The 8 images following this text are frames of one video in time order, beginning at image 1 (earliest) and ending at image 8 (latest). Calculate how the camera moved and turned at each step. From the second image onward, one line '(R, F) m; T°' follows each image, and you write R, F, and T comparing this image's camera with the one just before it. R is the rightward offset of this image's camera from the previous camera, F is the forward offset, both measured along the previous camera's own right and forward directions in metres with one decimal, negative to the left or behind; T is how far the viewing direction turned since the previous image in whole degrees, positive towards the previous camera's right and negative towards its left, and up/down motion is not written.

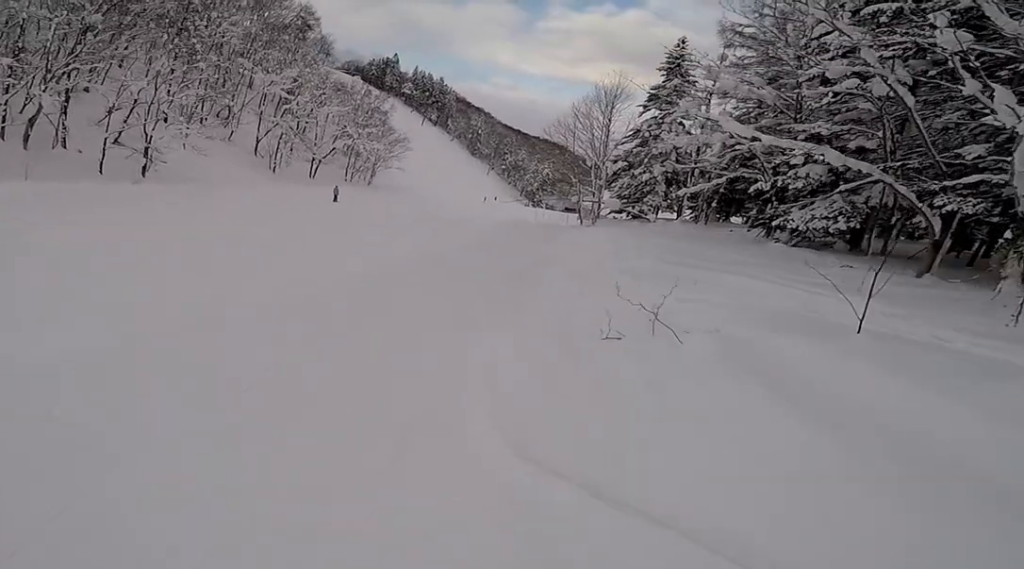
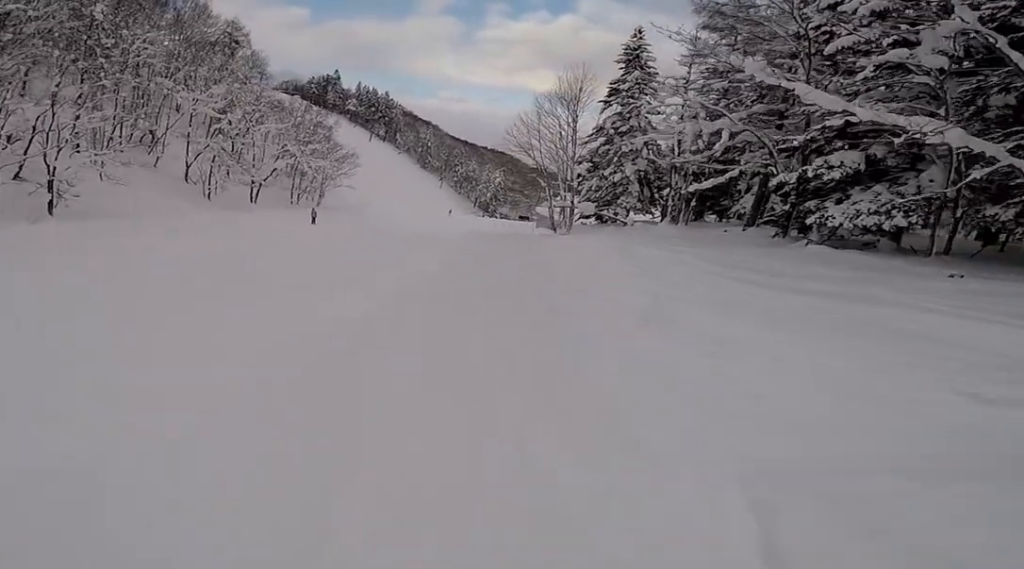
(-1.0, +4.6) m; -3°
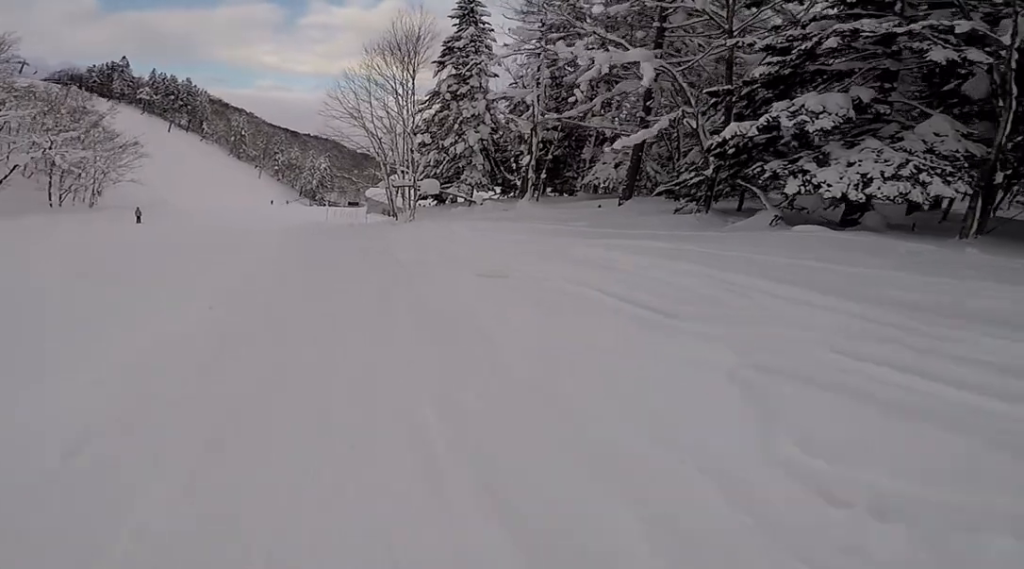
(+3.2, +6.9) m; +37°
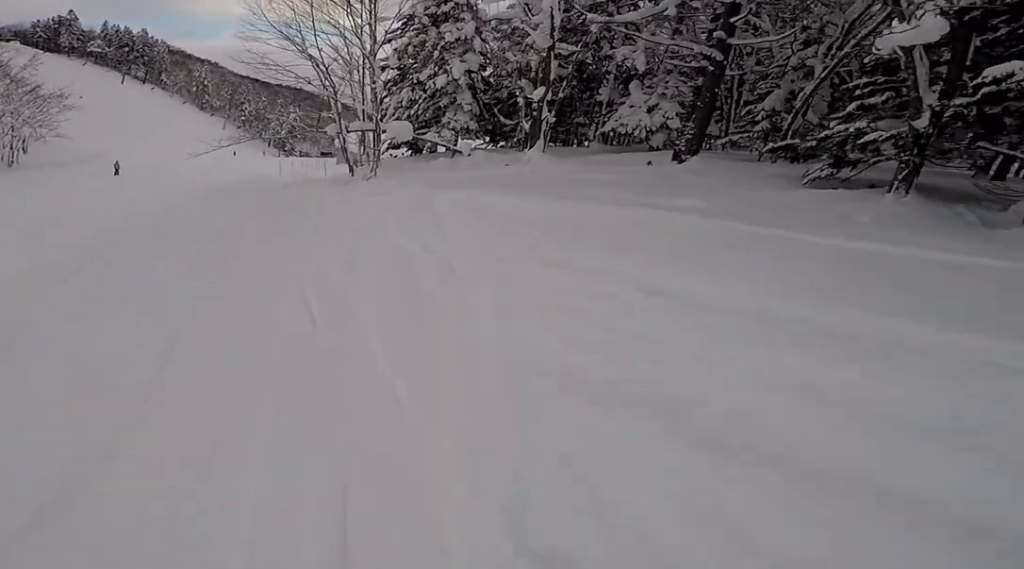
(-0.8, +6.4) m; -9°
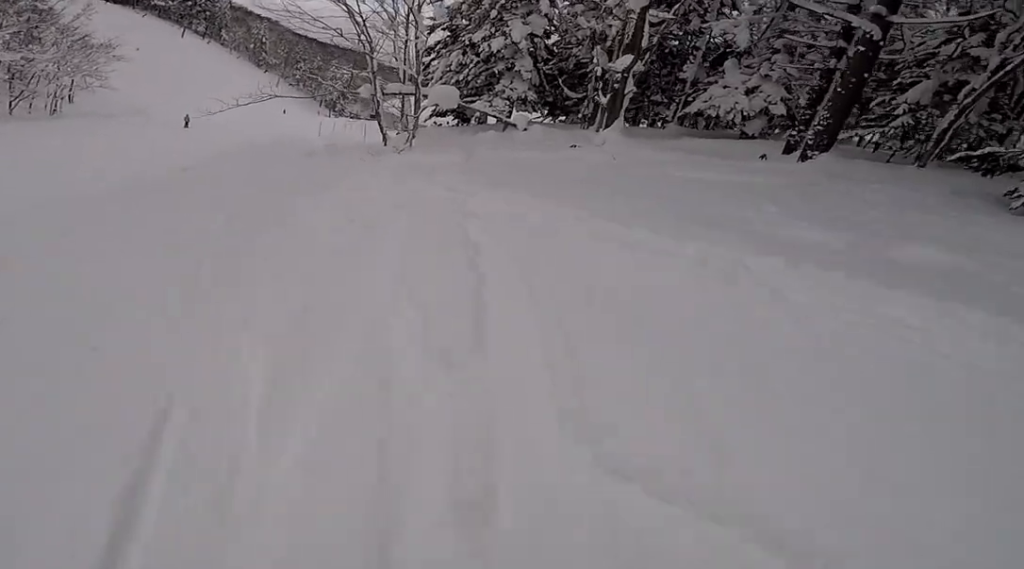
(0.0, +2.9) m; 0°
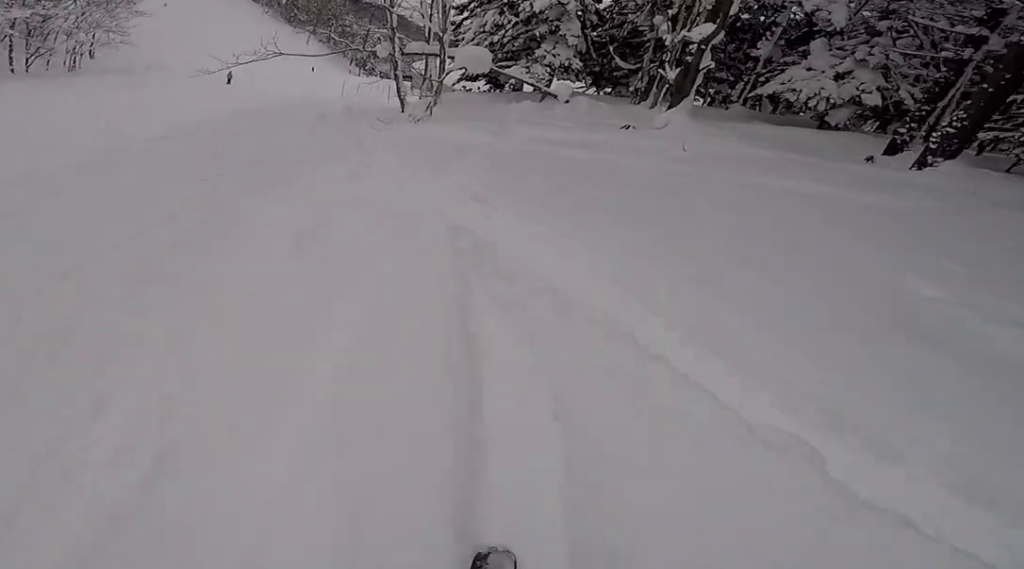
(0.0, +2.1) m; -2°
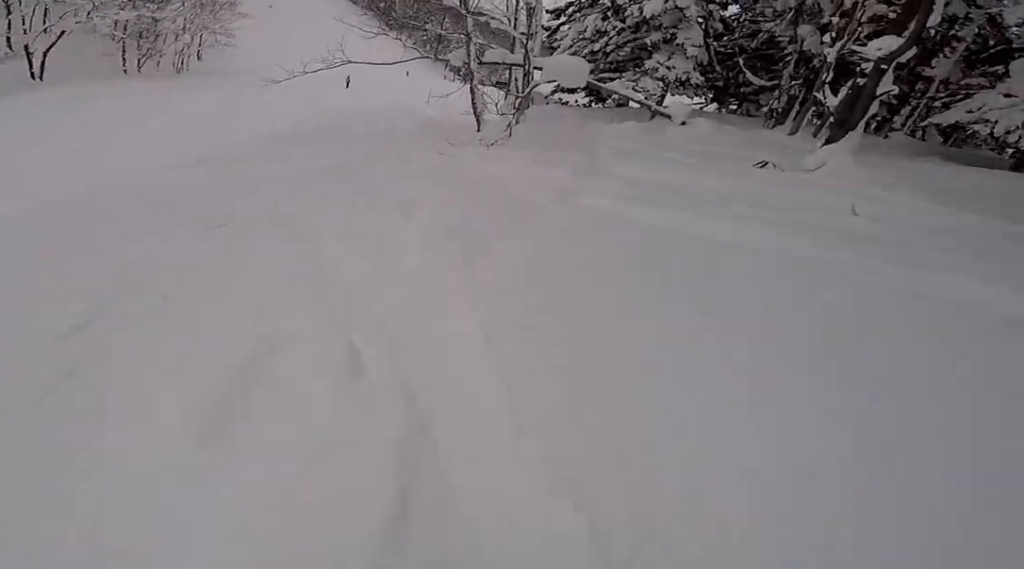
(+0.1, +2.6) m; -10°
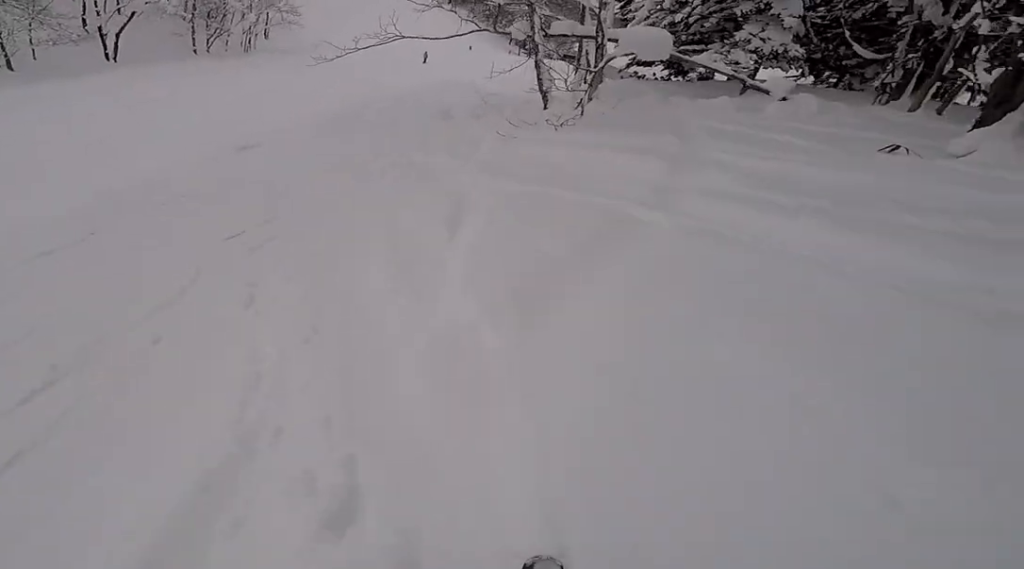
(-0.3, +1.8) m; -16°
